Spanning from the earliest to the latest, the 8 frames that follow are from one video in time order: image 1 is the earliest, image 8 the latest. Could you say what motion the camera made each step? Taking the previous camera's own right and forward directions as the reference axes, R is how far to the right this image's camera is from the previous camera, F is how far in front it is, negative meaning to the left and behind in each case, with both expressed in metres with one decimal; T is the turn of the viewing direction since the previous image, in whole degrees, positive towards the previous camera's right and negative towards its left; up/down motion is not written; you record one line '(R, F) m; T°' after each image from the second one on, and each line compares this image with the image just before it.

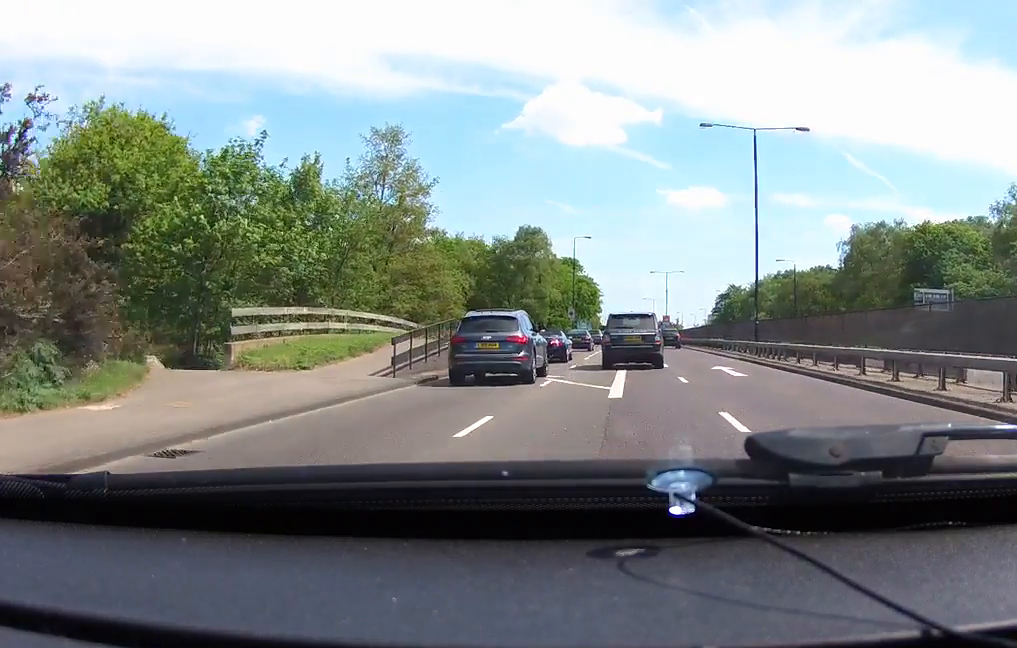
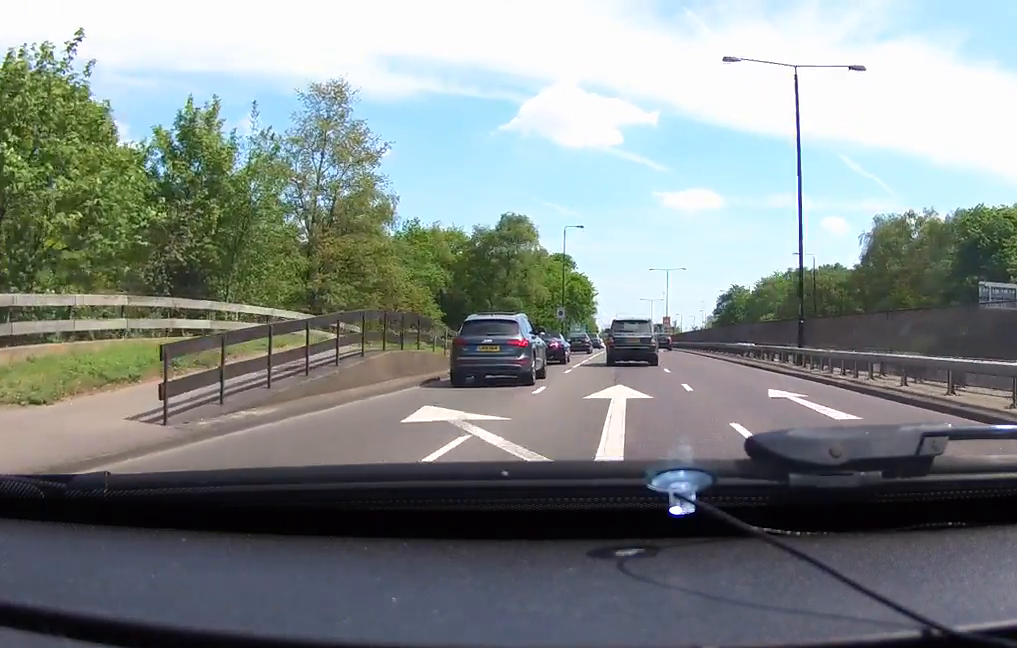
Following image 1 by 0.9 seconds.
(-0.4, +8.7) m; -1°
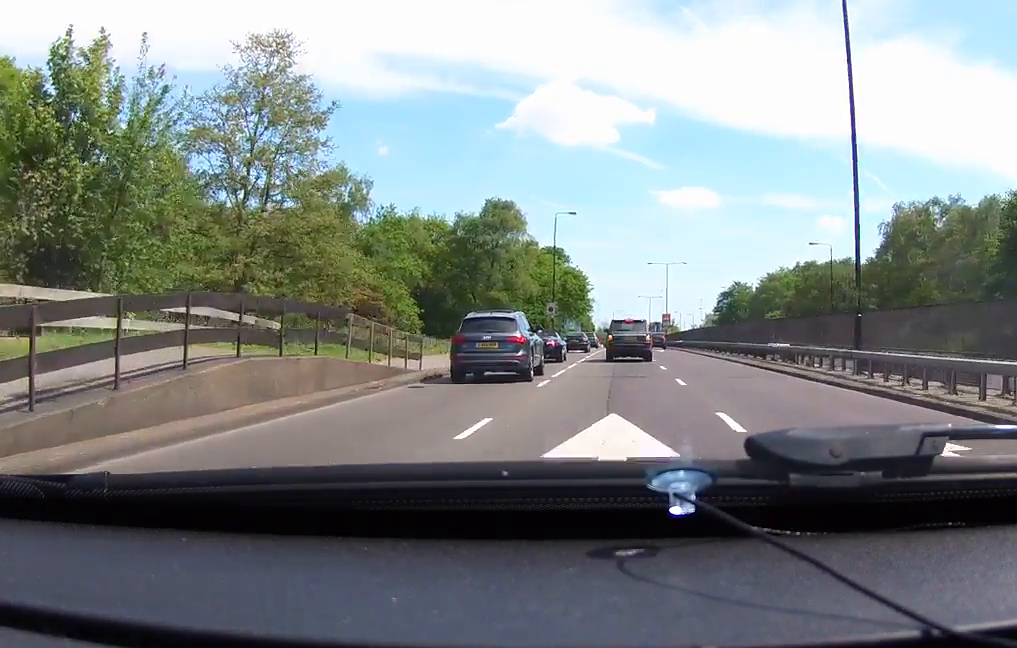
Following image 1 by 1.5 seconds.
(0.0, +6.3) m; 0°
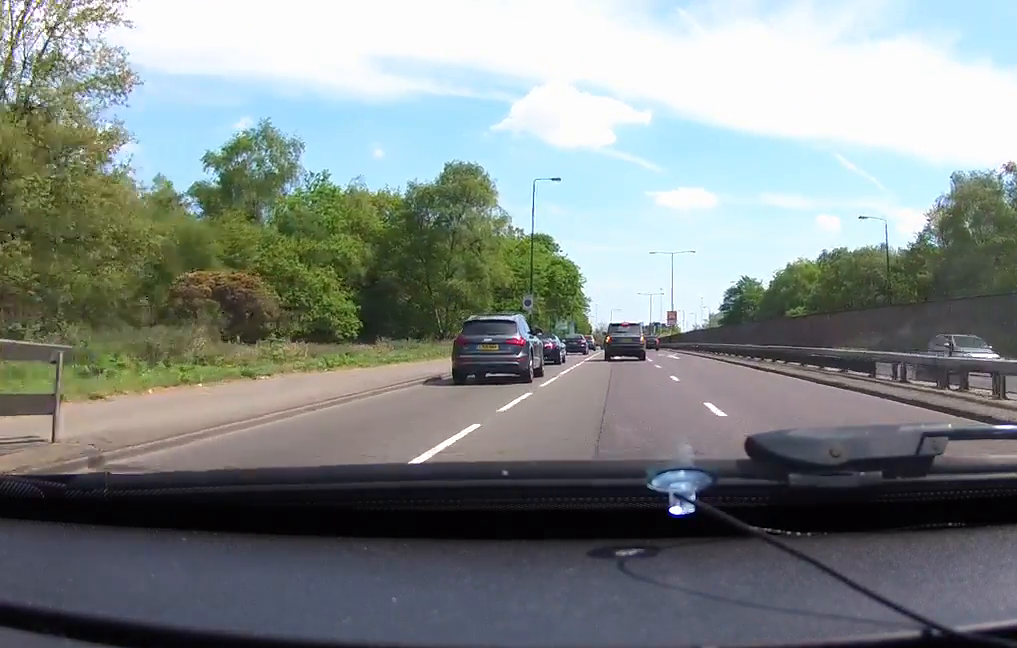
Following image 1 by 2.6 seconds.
(+0.3, +13.1) m; +1°
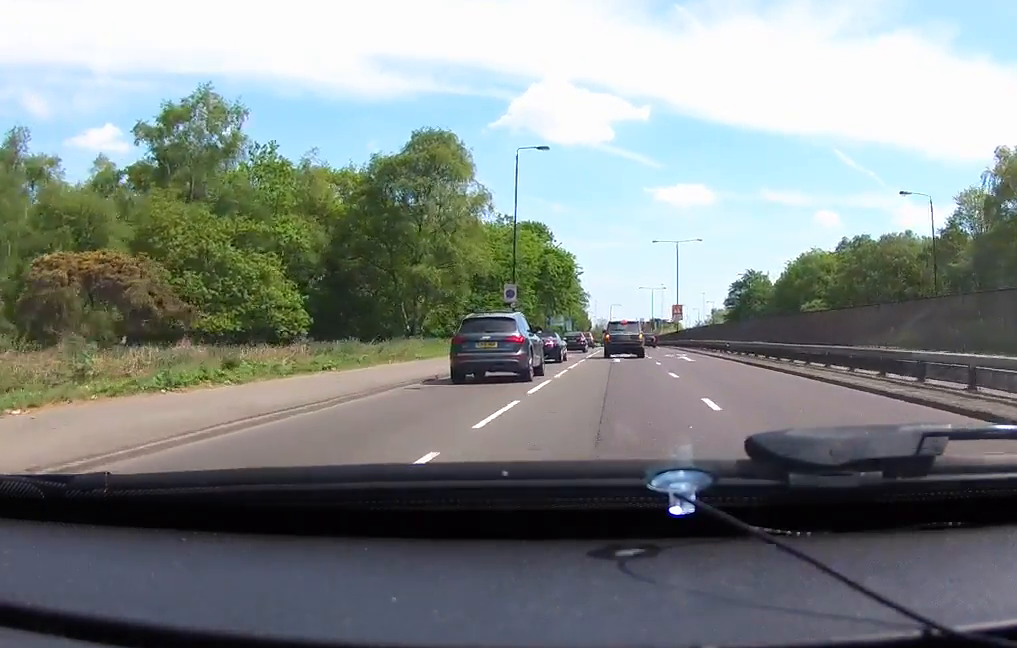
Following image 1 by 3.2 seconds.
(-0.1, +7.0) m; 0°
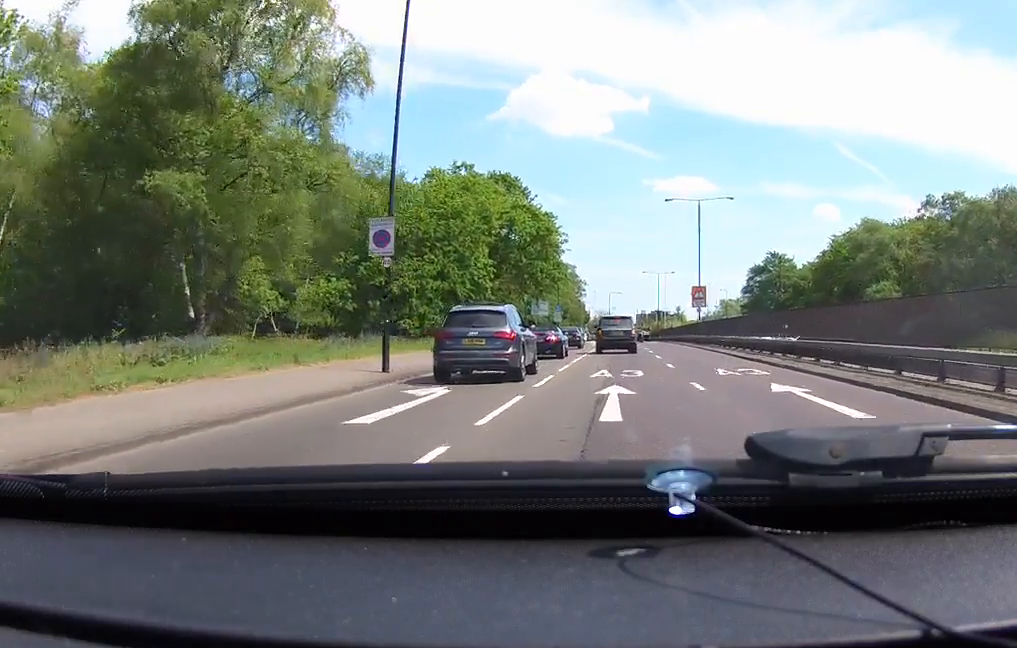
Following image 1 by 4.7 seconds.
(+0.3, +21.7) m; 0°
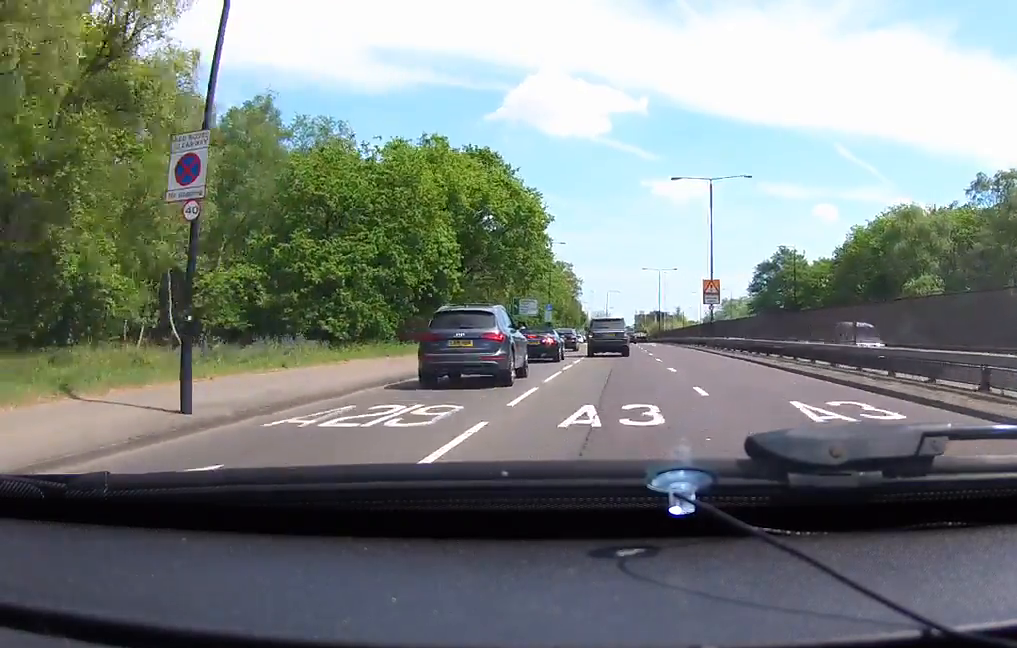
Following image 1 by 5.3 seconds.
(0.0, +9.1) m; -1°
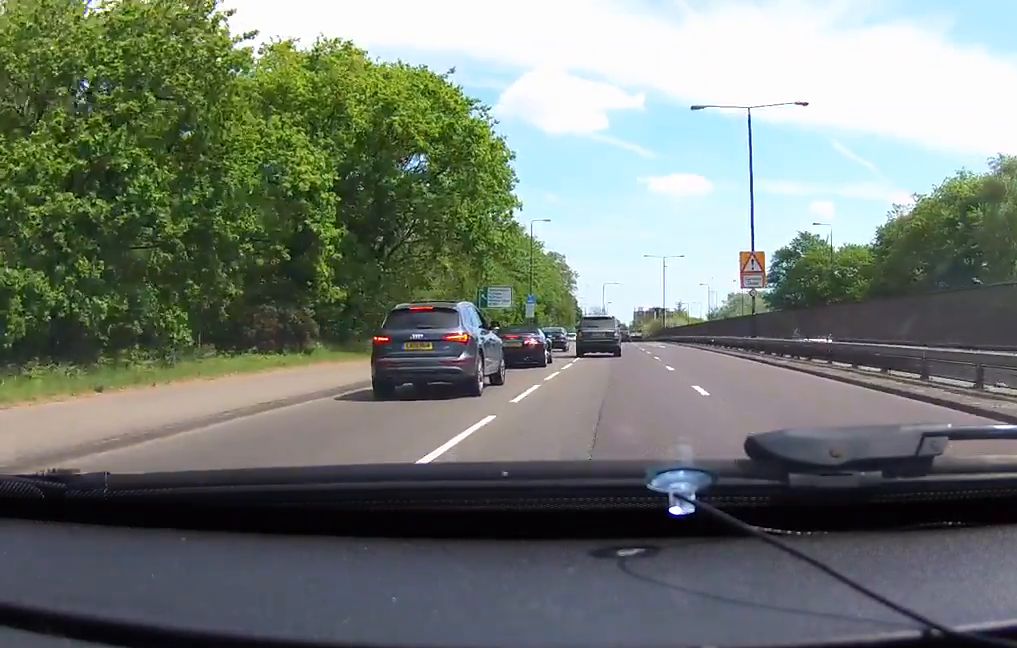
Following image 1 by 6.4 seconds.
(-0.2, +16.7) m; +1°
